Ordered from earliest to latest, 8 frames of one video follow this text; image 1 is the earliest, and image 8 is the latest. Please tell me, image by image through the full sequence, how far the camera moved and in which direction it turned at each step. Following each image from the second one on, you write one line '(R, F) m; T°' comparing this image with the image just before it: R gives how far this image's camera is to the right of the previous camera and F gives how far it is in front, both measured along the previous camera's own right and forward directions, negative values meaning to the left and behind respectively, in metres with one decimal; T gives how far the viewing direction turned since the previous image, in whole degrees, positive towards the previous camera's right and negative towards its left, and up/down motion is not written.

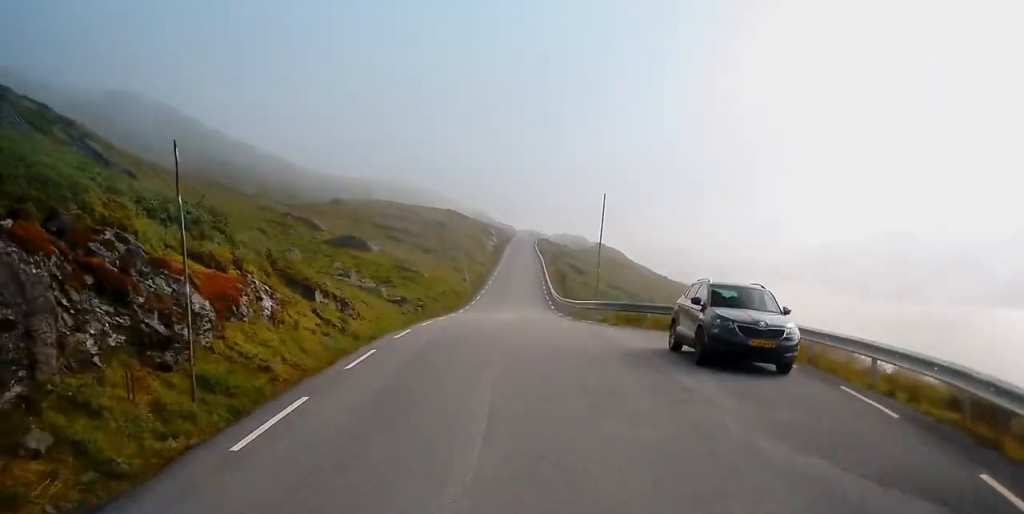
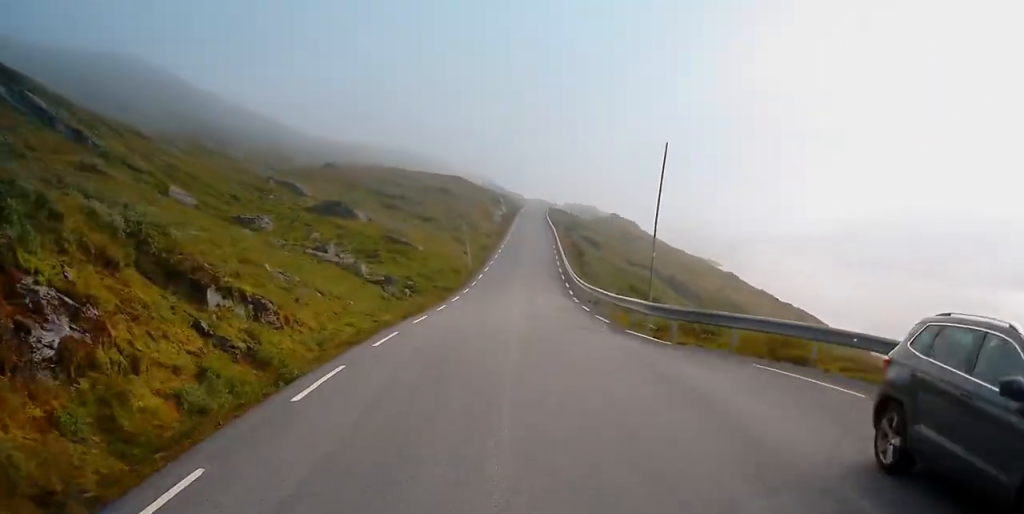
(0.0, +9.9) m; 0°
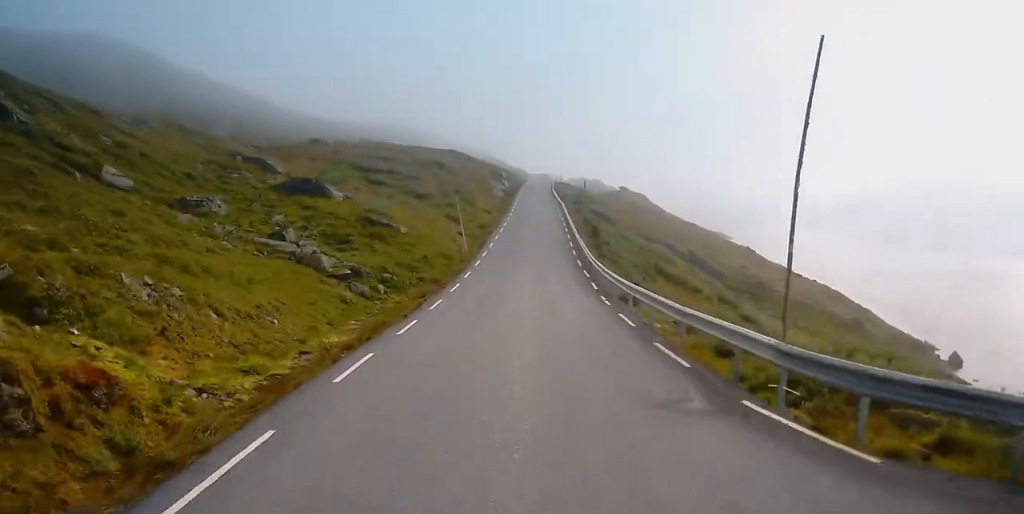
(0.0, +10.1) m; +2°
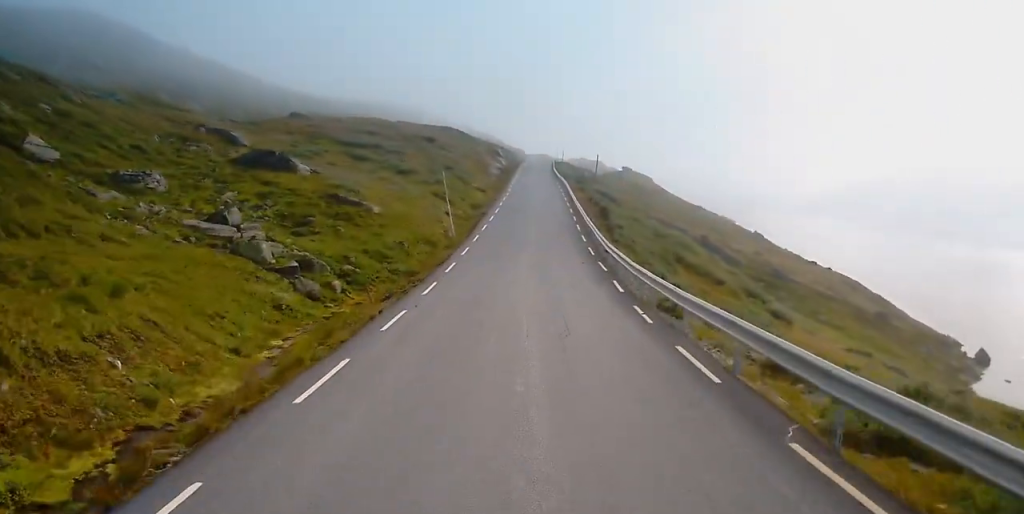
(+0.3, +8.3) m; 0°
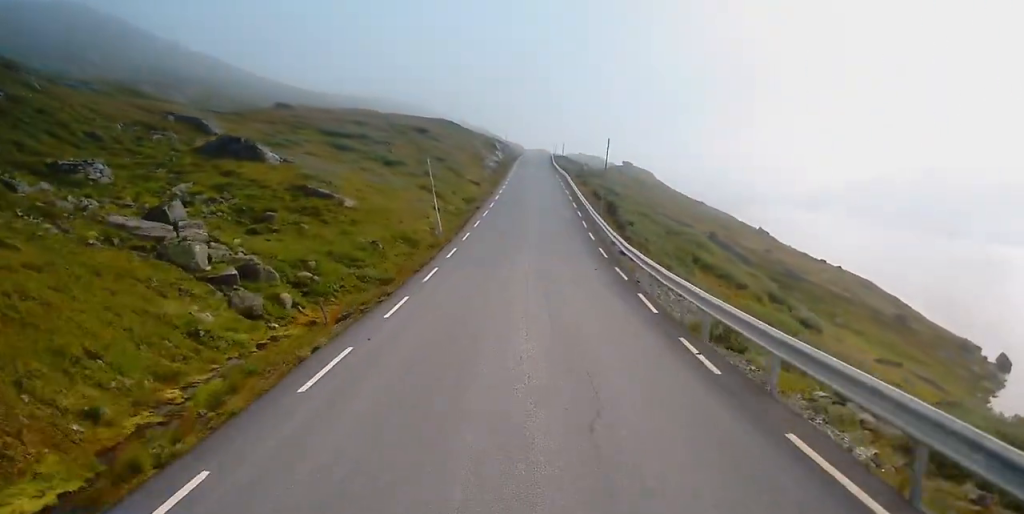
(+0.2, +5.9) m; 0°
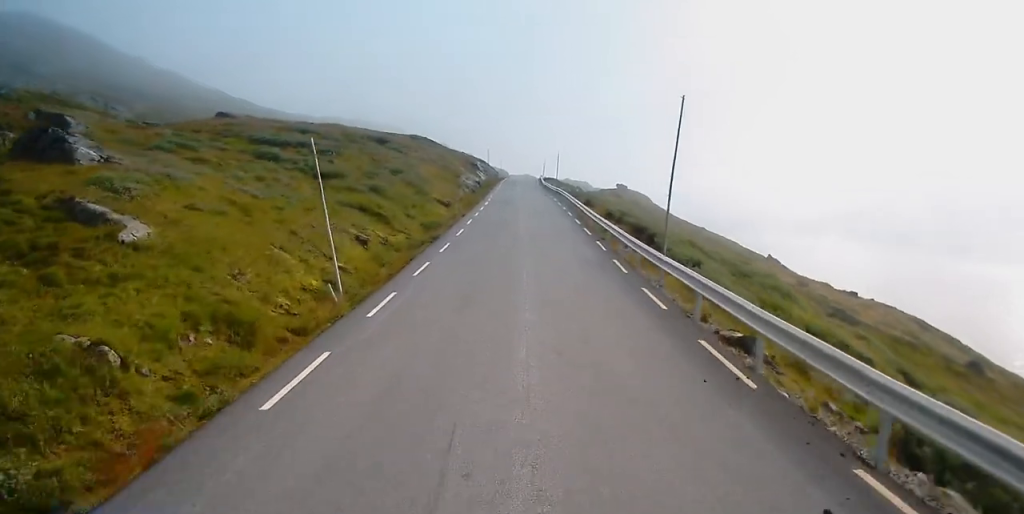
(-0.8, +19.3) m; -1°
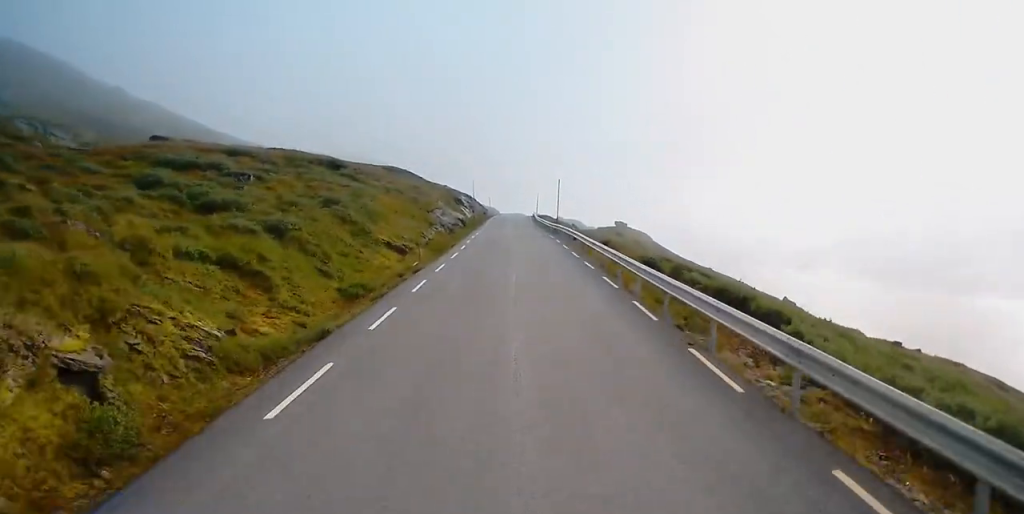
(+0.6, +17.6) m; +1°
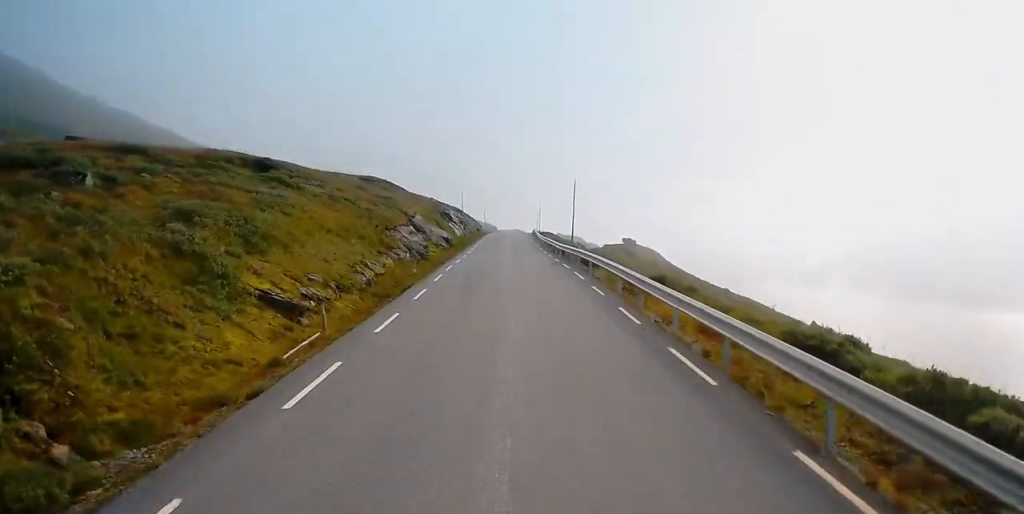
(-0.6, +17.1) m; -2°
